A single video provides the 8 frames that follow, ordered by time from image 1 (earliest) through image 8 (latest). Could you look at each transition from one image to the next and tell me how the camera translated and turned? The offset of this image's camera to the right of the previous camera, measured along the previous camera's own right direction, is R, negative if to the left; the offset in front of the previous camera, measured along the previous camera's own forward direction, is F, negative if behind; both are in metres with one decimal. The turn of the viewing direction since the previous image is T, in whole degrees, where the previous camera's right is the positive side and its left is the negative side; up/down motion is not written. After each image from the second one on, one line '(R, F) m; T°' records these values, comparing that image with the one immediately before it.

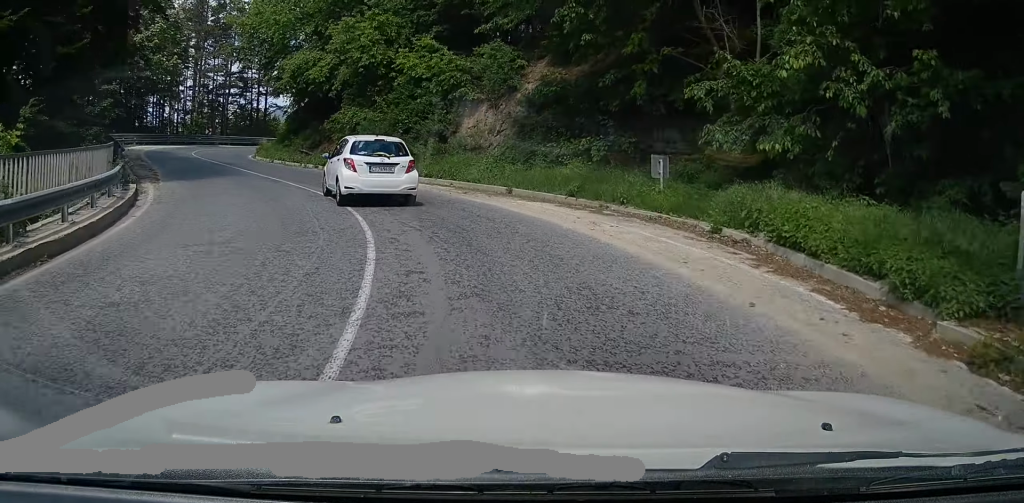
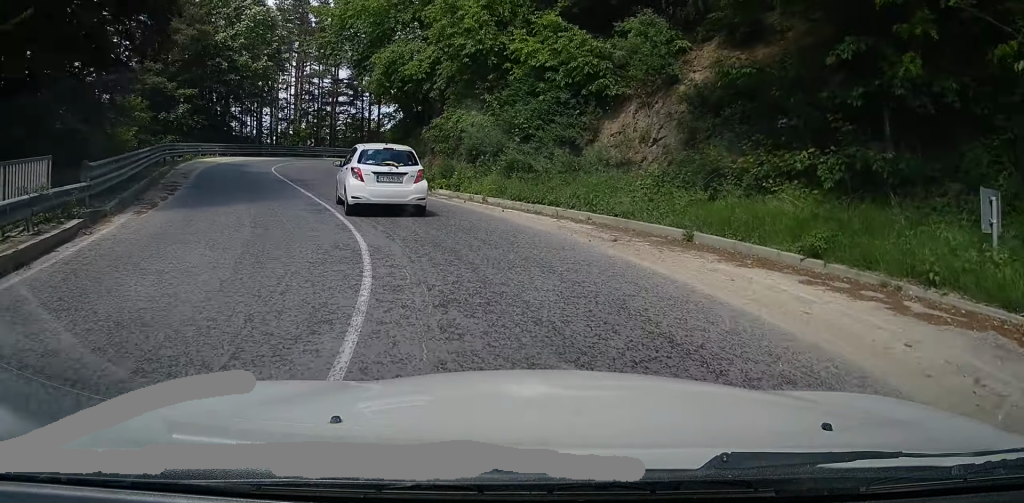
(-1.4, +7.7) m; -12°
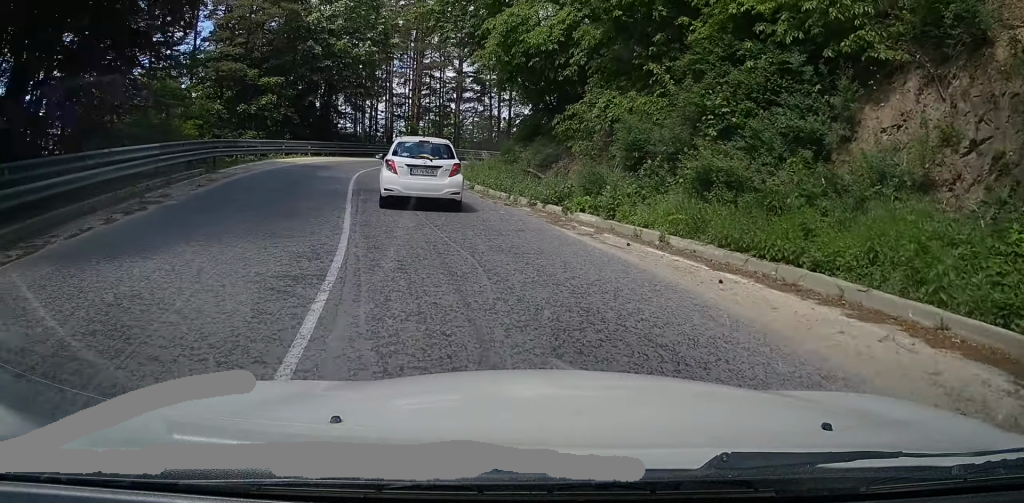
(-1.1, +8.5) m; -12°
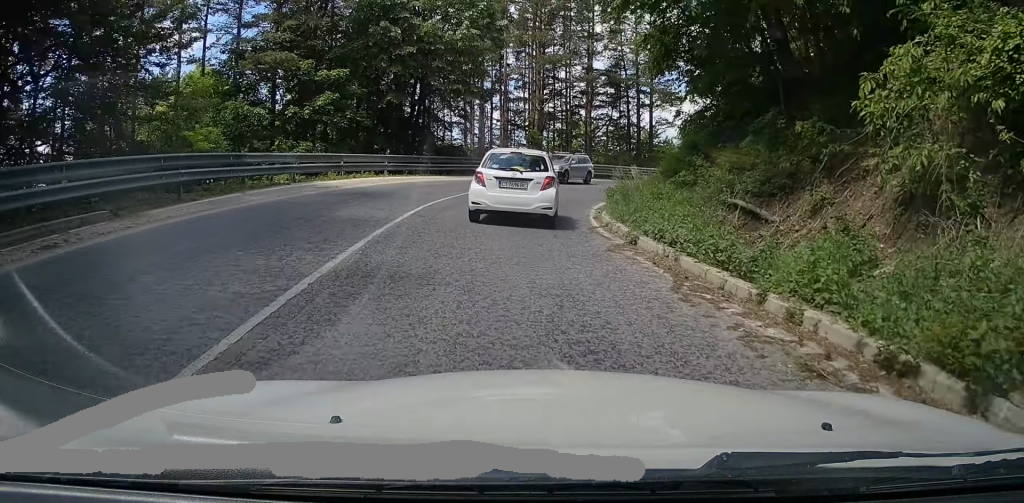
(-1.3, +11.1) m; -10°
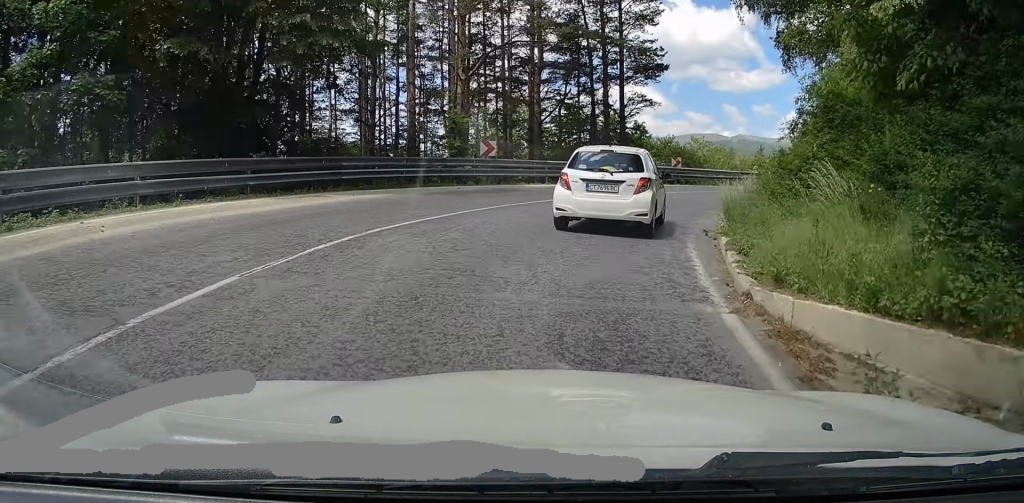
(-0.5, +16.2) m; +3°
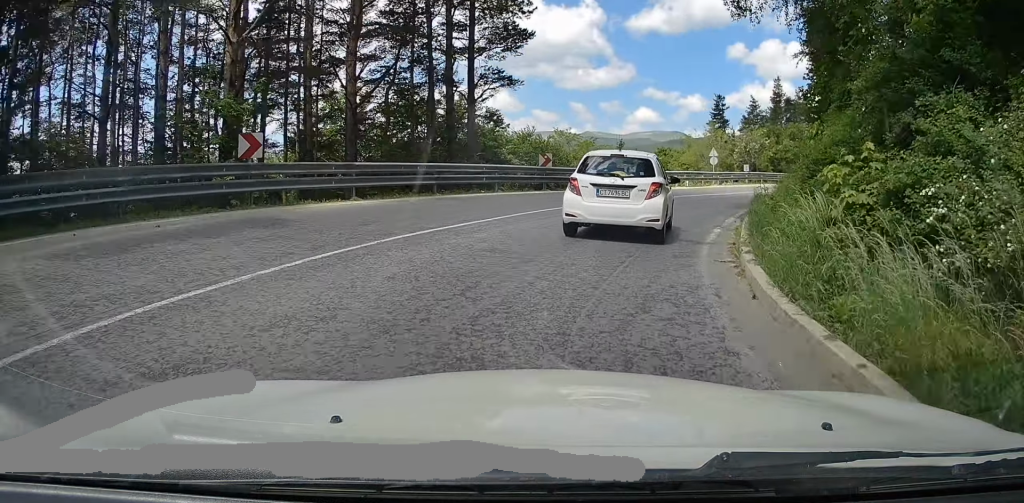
(+0.8, +11.0) m; +5°
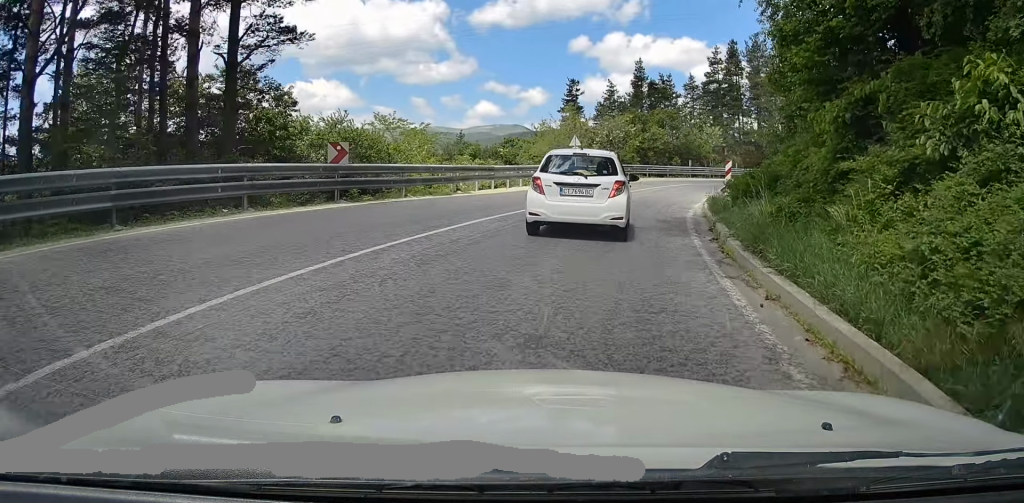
(+0.2, +11.2) m; +6°
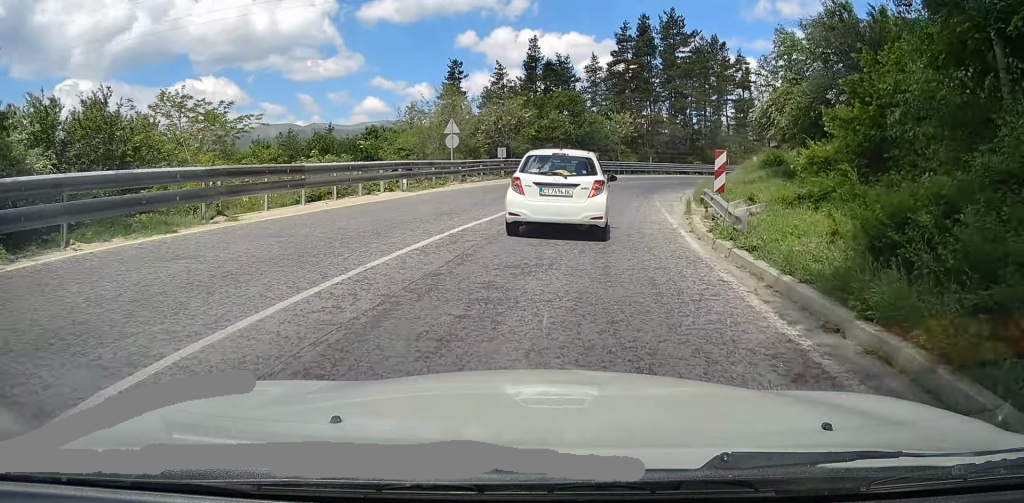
(+1.6, +12.6) m; +12°
